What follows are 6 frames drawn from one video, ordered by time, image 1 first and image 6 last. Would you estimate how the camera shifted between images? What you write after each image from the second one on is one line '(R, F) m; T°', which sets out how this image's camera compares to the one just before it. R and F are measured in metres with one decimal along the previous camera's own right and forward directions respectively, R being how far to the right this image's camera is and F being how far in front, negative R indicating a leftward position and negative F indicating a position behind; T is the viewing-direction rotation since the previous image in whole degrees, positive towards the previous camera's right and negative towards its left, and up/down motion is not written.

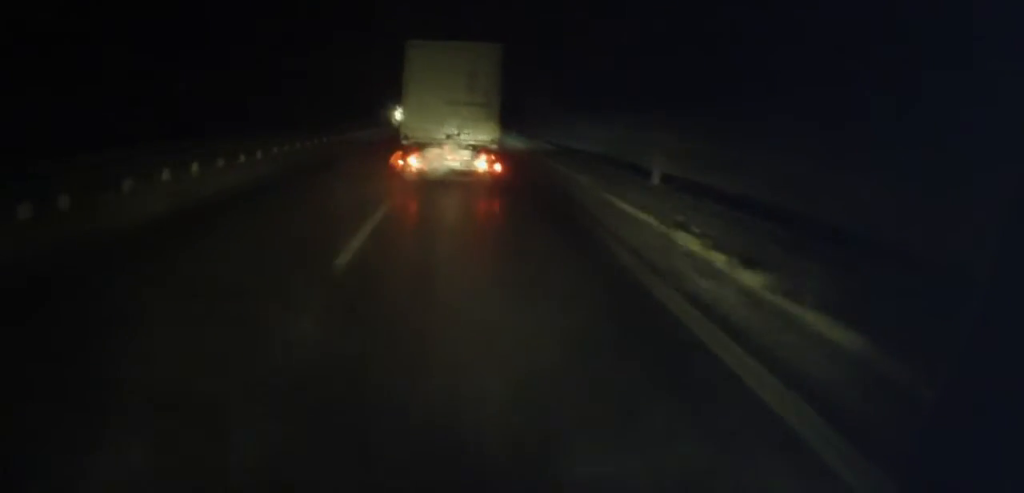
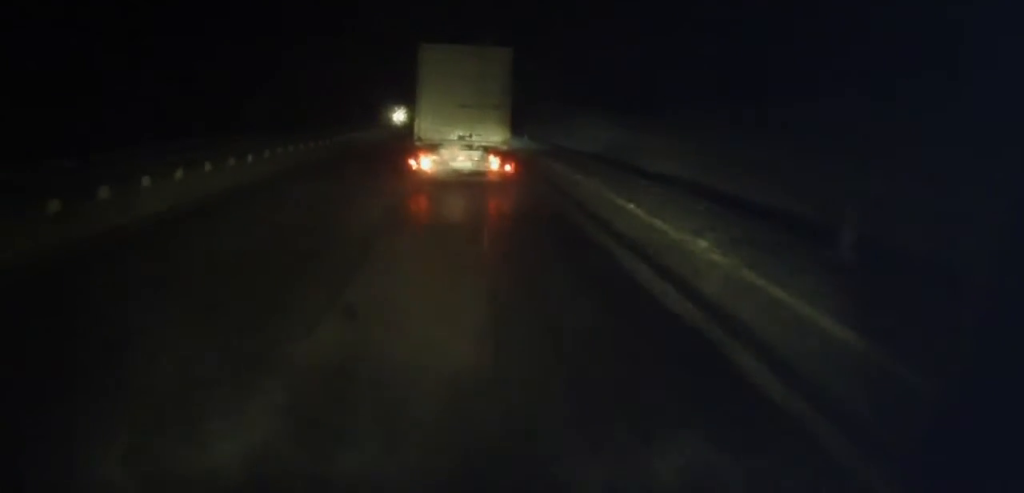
(+0.1, +11.1) m; 0°
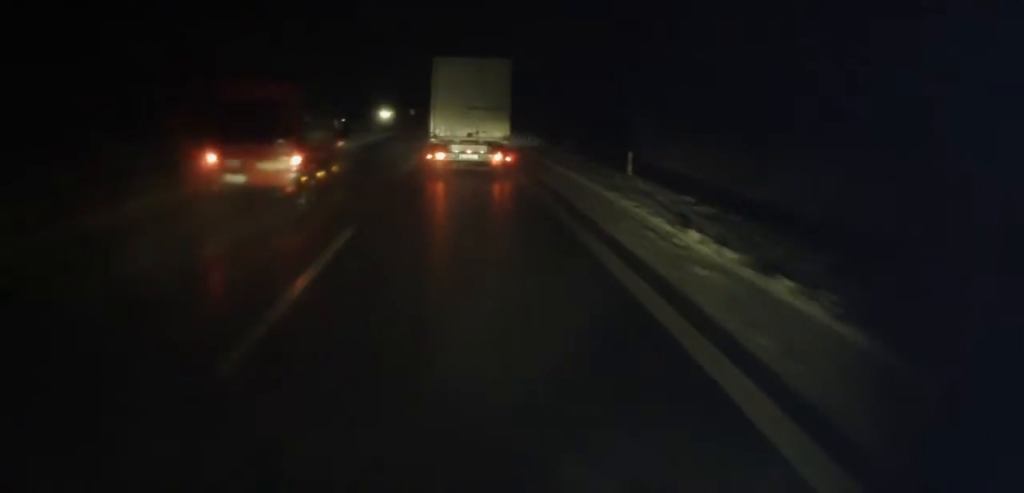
(-2.4, +81.6) m; -1°
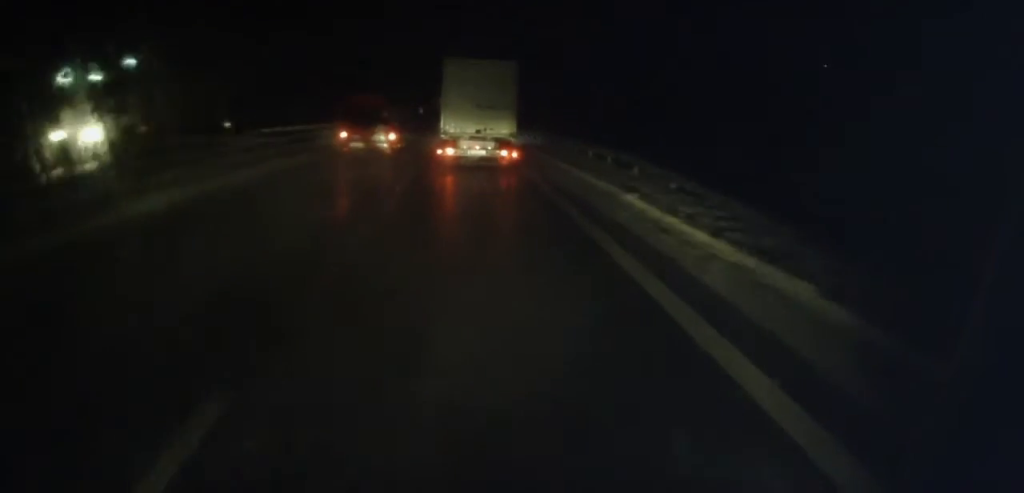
(-0.2, +24.0) m; -1°
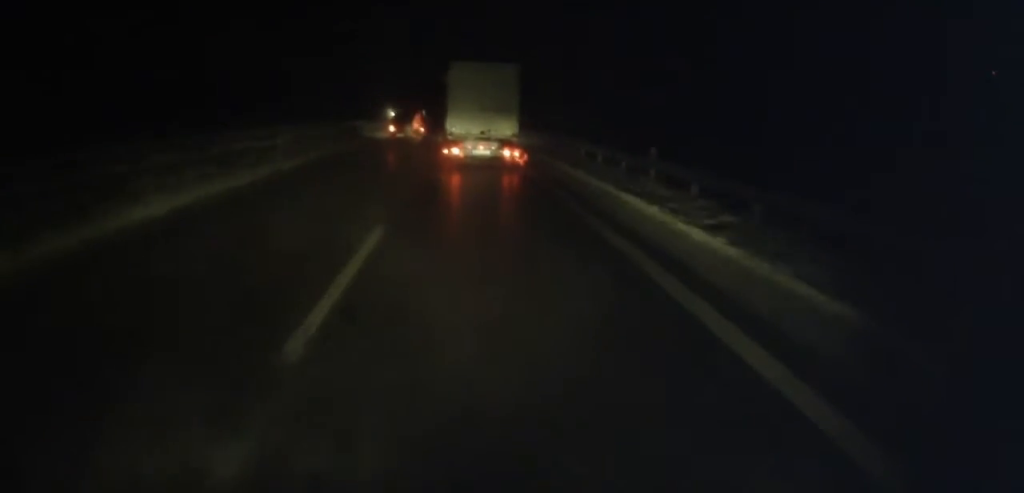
(-0.2, +28.8) m; -1°
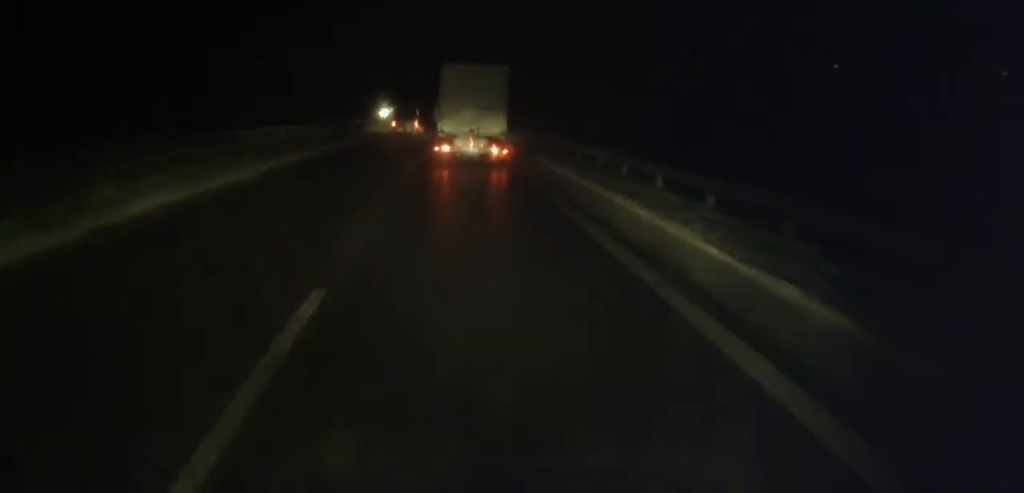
(0.0, +21.8) m; -1°
